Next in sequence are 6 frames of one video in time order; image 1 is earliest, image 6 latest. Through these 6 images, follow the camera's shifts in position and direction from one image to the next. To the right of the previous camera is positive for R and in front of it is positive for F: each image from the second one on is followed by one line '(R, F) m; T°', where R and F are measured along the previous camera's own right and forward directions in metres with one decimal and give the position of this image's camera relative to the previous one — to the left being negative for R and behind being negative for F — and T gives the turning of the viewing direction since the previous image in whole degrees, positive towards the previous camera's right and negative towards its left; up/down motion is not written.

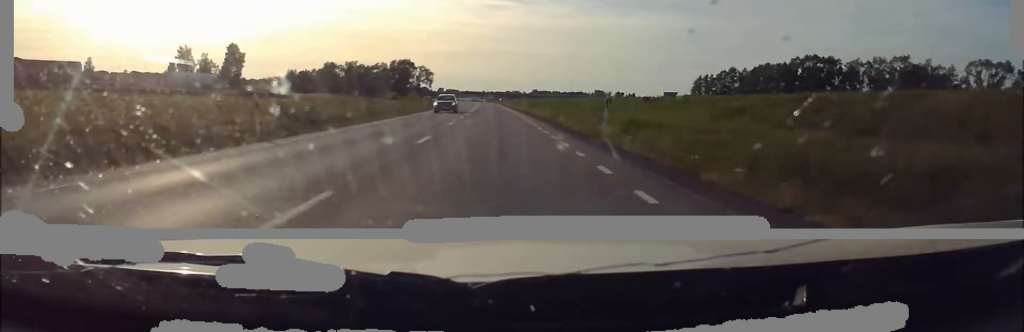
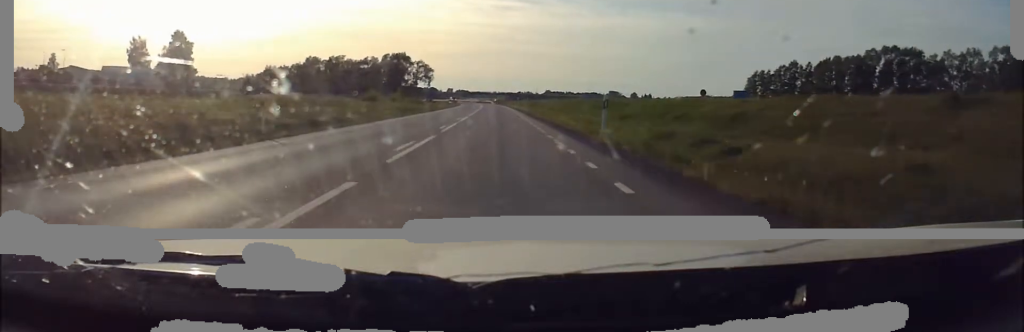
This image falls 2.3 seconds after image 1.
(-0.7, +50.3) m; 0°
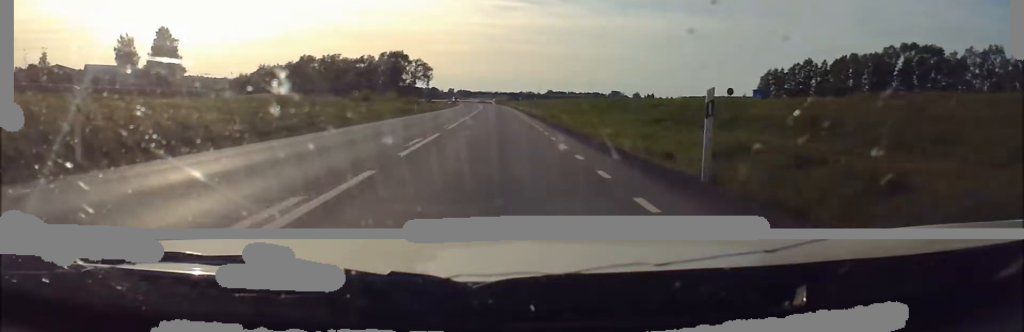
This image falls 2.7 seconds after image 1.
(+0.1, +10.4) m; 0°
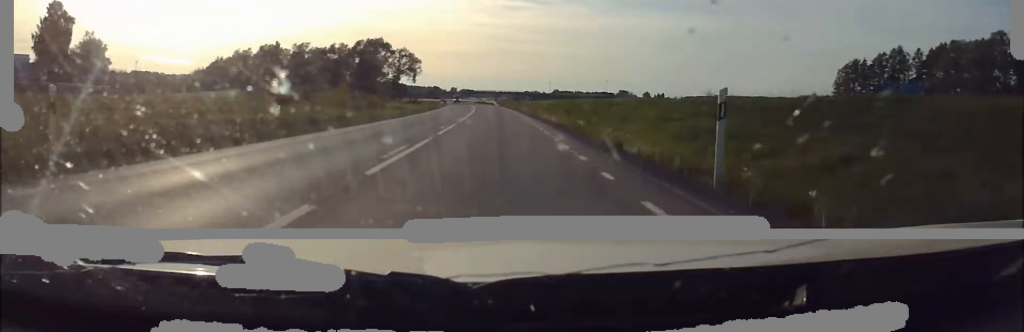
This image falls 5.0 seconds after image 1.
(-0.8, +51.1) m; -2°
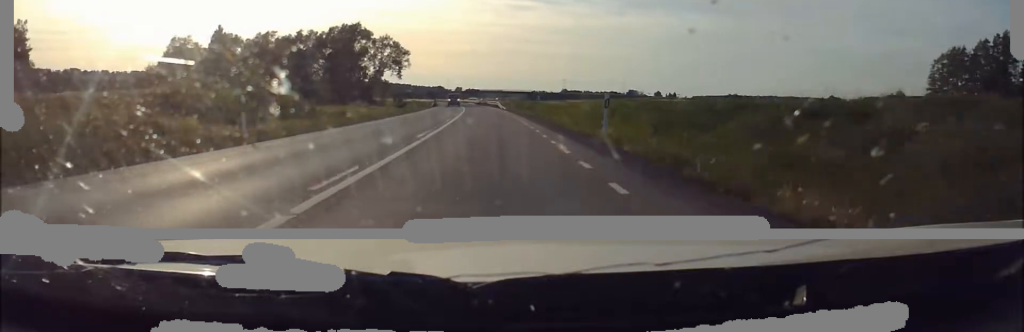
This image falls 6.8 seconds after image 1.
(0.0, +40.3) m; -1°
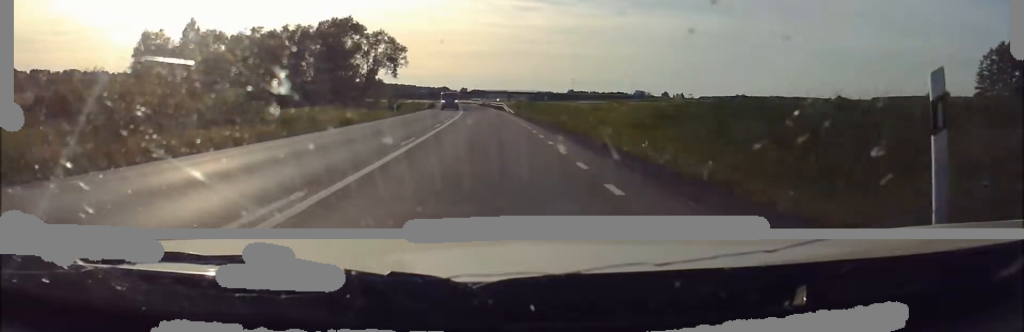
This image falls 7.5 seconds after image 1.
(0.0, +15.0) m; -1°
